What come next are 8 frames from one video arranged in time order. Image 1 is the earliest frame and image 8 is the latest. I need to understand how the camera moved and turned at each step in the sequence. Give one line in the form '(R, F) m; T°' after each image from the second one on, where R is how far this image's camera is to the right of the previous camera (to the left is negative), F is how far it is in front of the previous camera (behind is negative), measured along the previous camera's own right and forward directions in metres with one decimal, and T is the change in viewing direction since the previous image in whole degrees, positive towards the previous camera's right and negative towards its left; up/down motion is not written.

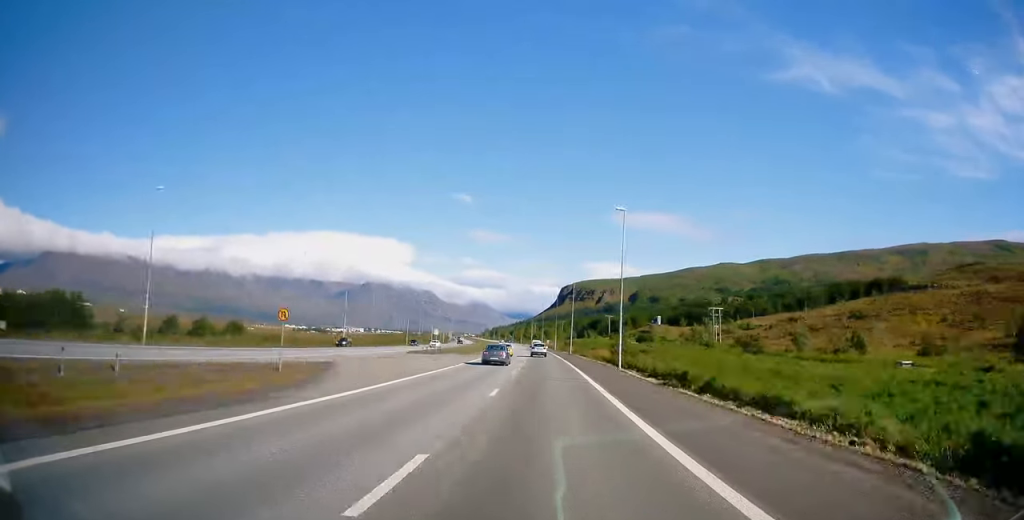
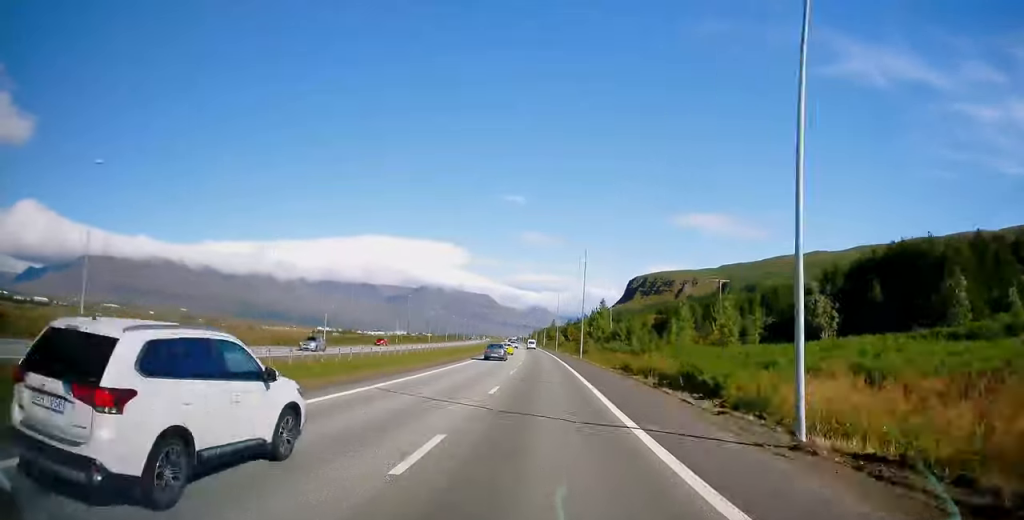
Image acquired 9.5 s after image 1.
(-10.5, +240.1) m; -5°
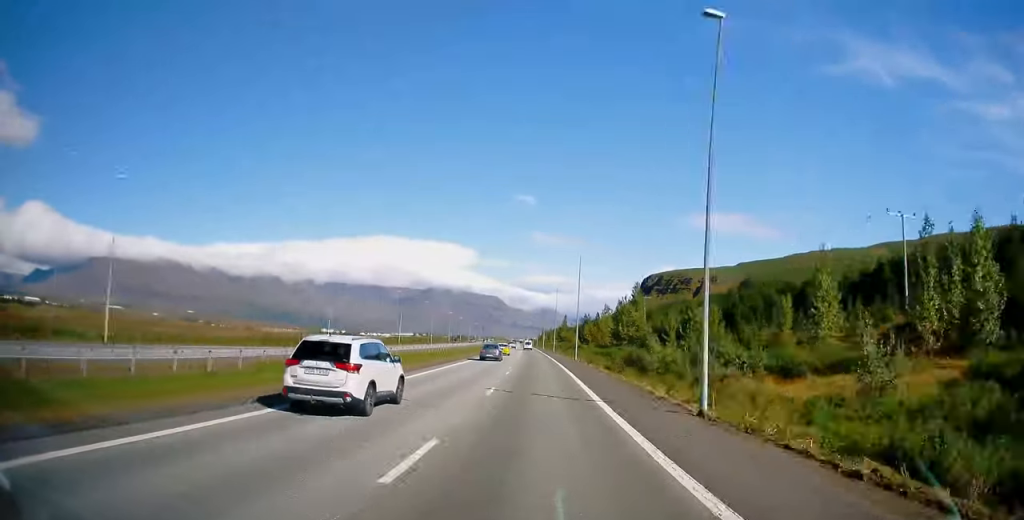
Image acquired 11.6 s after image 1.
(-0.7, +40.5) m; -1°
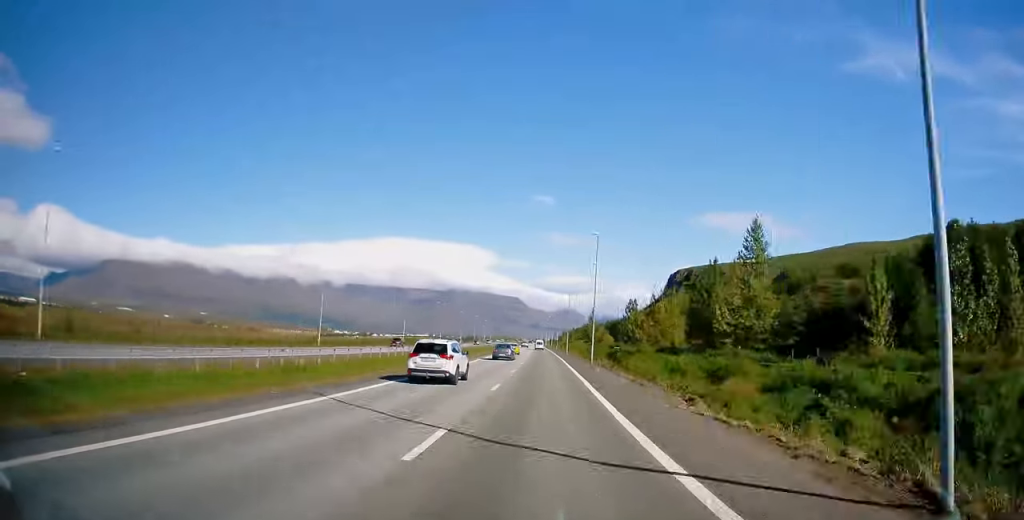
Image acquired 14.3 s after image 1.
(-0.5, +48.6) m; -1°
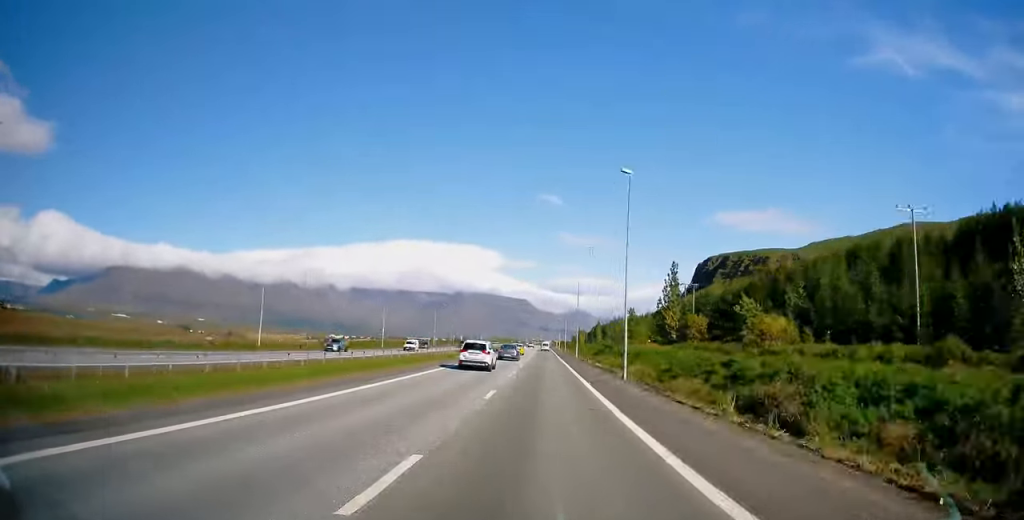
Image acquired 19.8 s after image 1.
(-1.0, +113.4) m; -1°
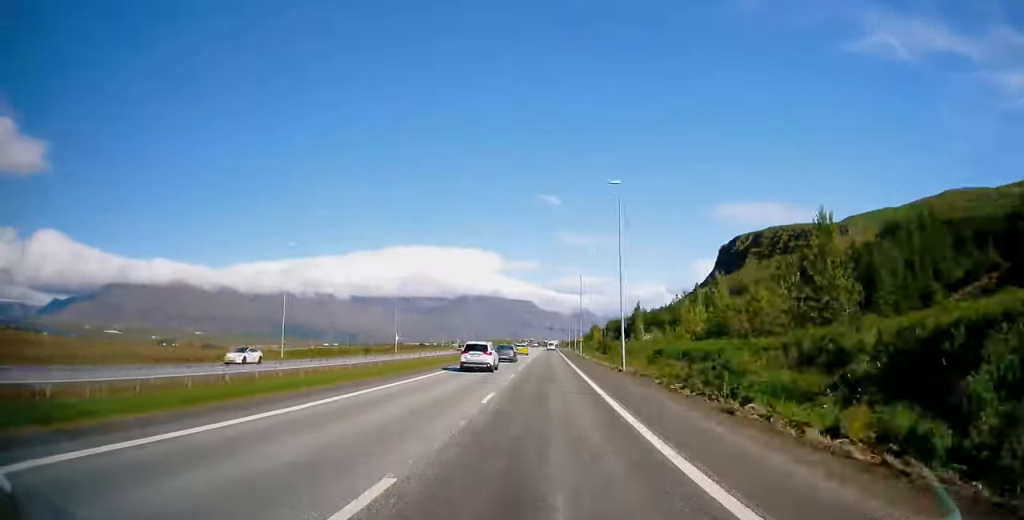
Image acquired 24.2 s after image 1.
(-0.4, +92.9) m; 0°
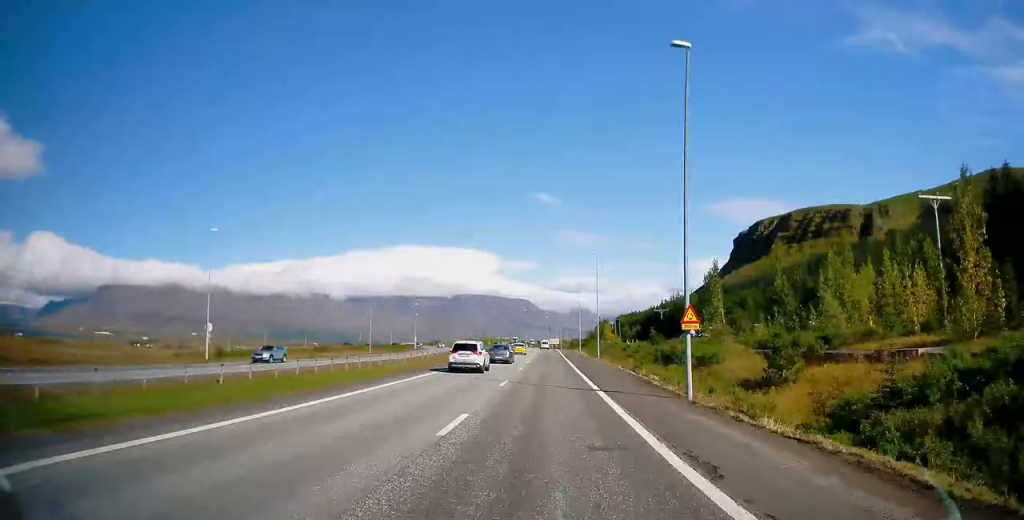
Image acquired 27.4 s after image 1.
(0.0, +65.5) m; 0°
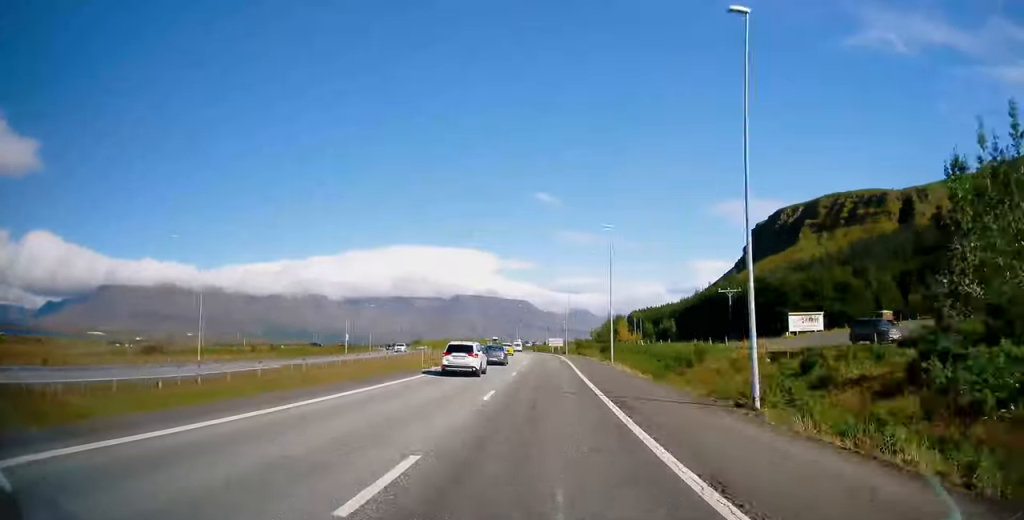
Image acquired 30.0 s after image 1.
(+0.9, +52.9) m; -1°
